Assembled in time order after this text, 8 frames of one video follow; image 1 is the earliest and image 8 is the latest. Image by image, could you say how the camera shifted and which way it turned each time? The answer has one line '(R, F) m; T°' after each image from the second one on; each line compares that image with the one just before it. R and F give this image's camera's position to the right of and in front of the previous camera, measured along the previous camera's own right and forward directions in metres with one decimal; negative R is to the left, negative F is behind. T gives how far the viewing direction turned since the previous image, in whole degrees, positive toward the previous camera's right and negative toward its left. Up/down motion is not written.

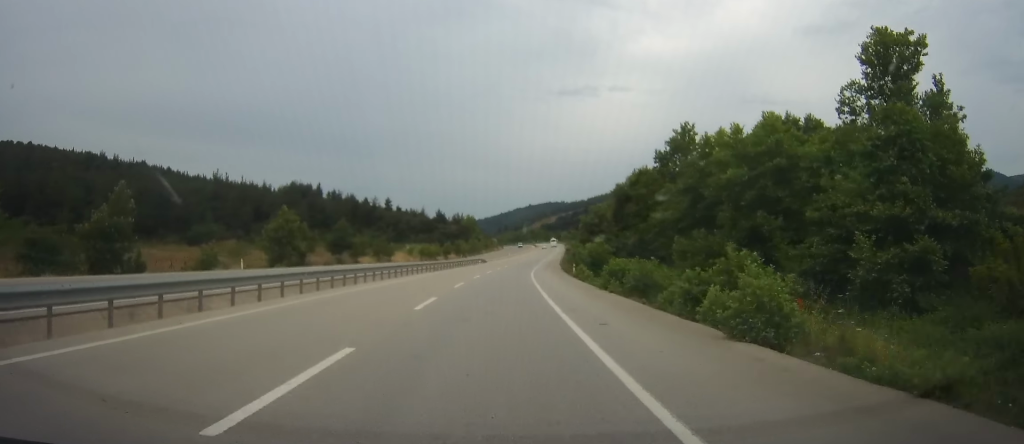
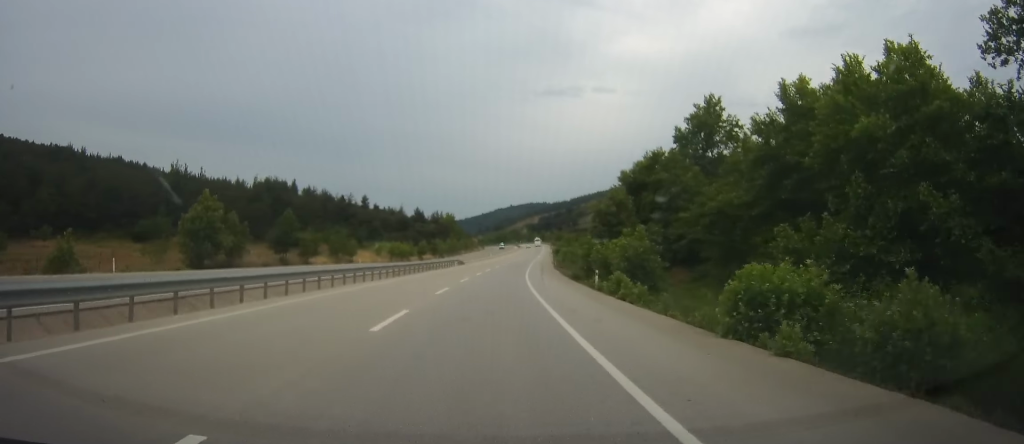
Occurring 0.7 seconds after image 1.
(0.0, +16.8) m; +1°
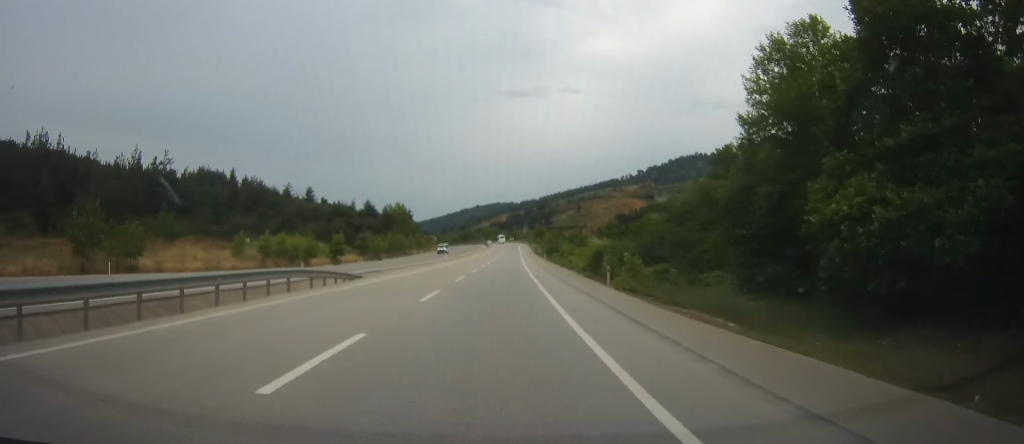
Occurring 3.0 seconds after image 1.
(+1.8, +52.7) m; +4°
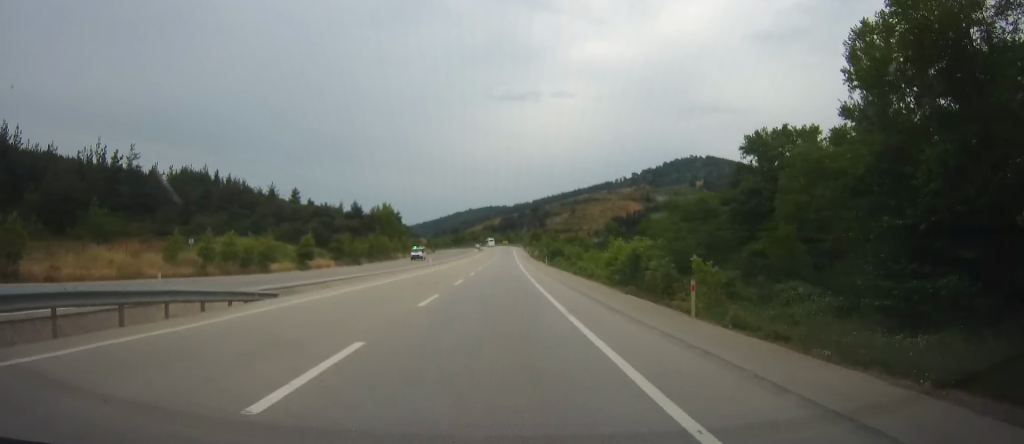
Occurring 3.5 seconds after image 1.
(+0.1, +12.4) m; +1°
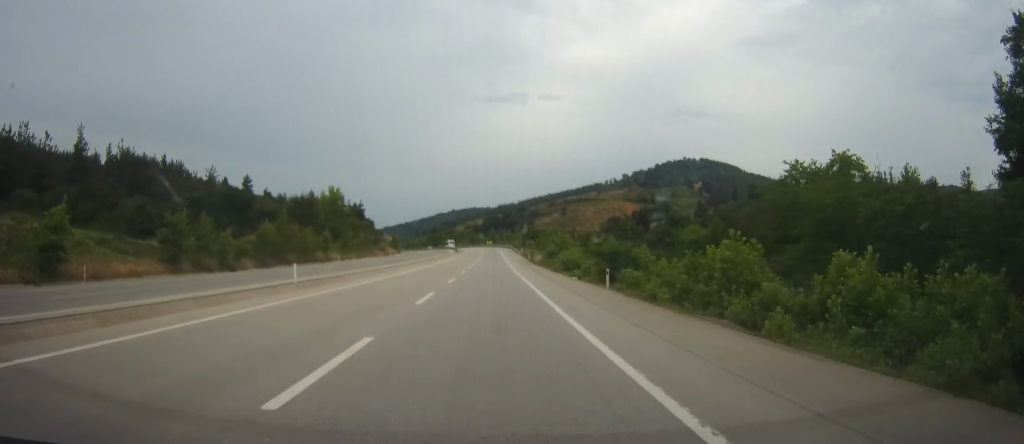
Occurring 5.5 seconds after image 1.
(+0.6, +47.4) m; +1°
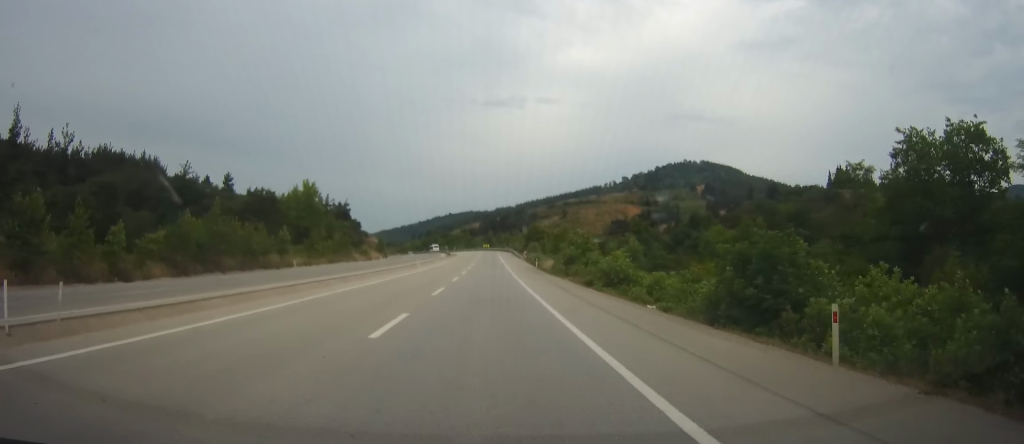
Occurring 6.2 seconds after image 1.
(0.0, +18.3) m; +1°
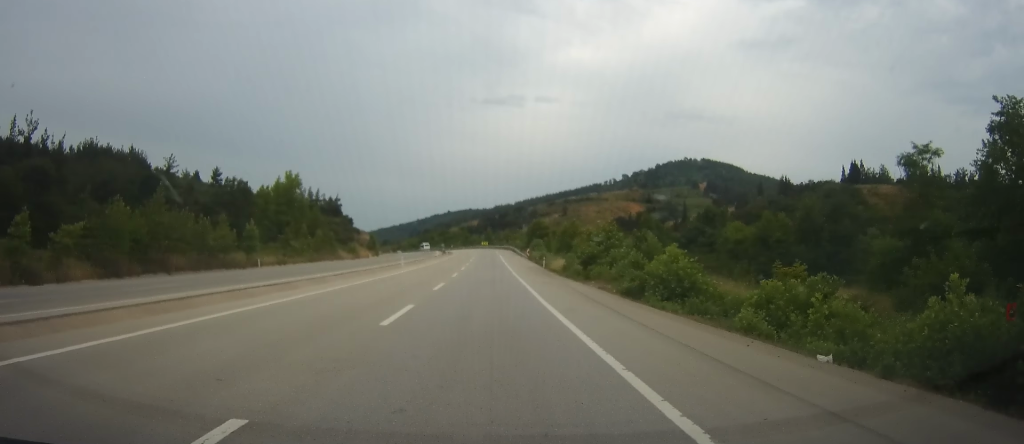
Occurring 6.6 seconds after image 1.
(+0.2, +10.1) m; 0°
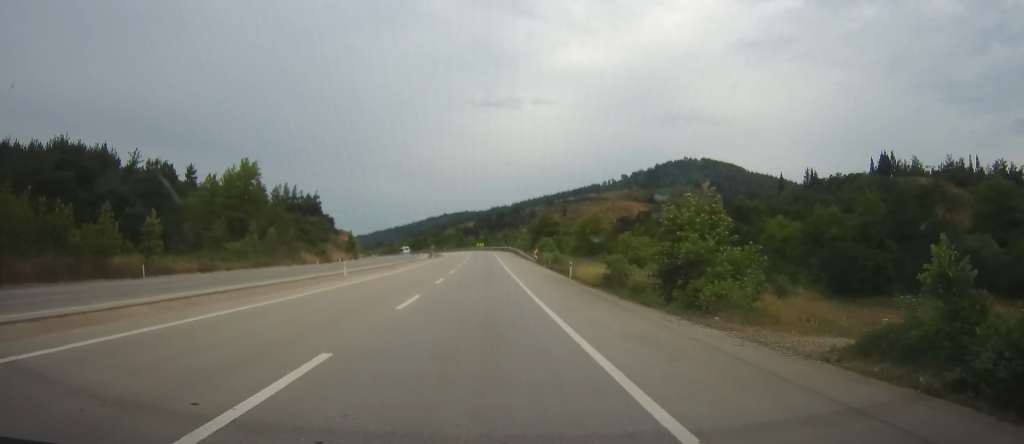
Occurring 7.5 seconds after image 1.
(+0.2, +20.7) m; 0°
